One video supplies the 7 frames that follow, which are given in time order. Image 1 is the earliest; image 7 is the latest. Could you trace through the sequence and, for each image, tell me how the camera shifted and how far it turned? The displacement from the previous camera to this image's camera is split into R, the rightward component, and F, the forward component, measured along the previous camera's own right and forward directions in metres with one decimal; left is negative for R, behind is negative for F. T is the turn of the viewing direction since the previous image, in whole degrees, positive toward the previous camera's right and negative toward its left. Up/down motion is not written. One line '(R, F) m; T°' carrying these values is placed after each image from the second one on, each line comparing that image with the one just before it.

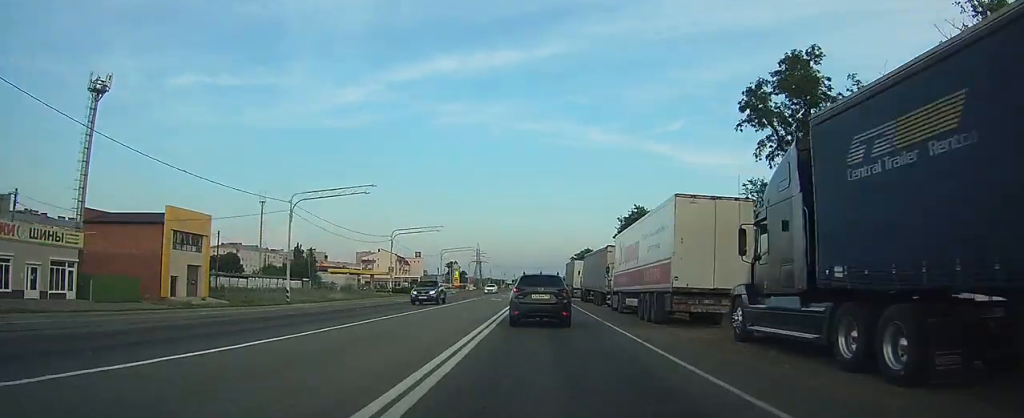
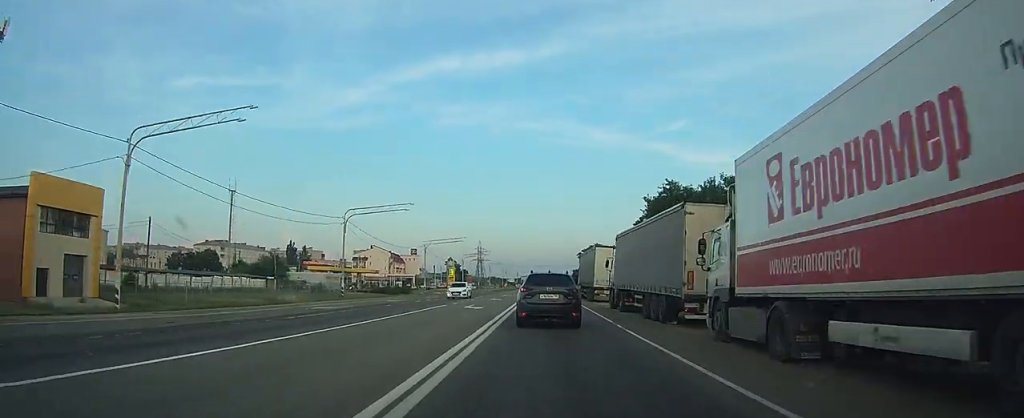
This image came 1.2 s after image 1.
(0.0, +19.0) m; 0°
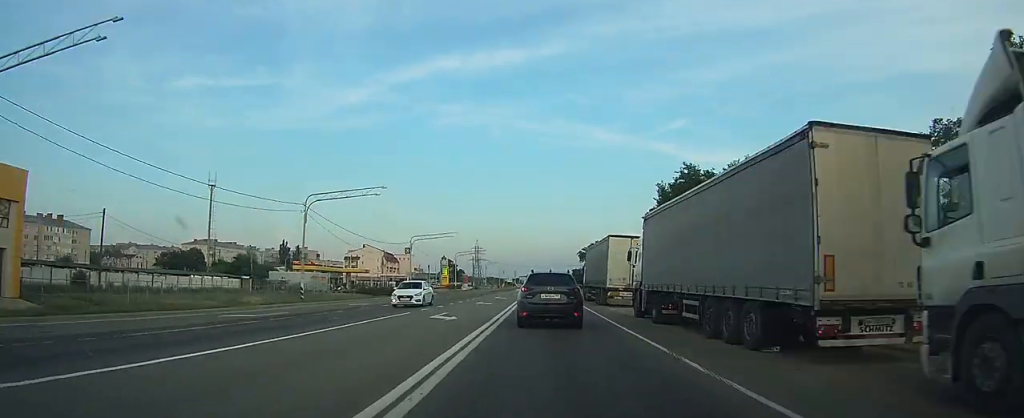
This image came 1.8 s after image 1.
(0.0, +8.8) m; 0°
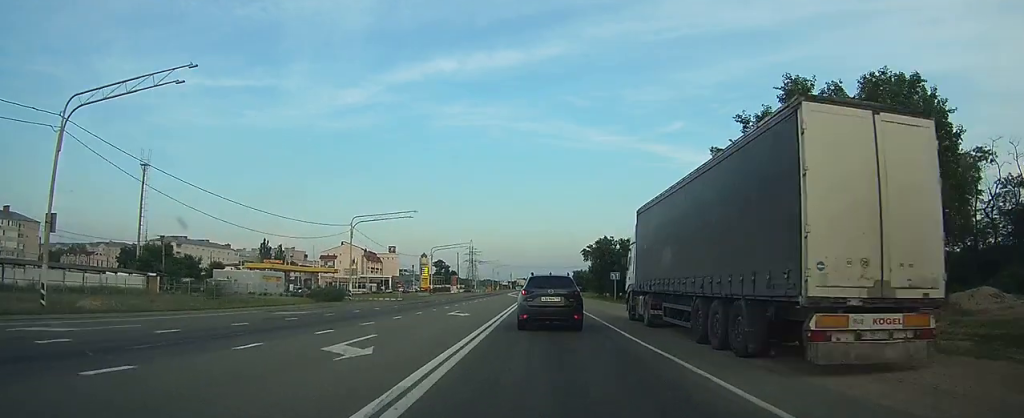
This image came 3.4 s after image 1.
(0.0, +25.2) m; 0°
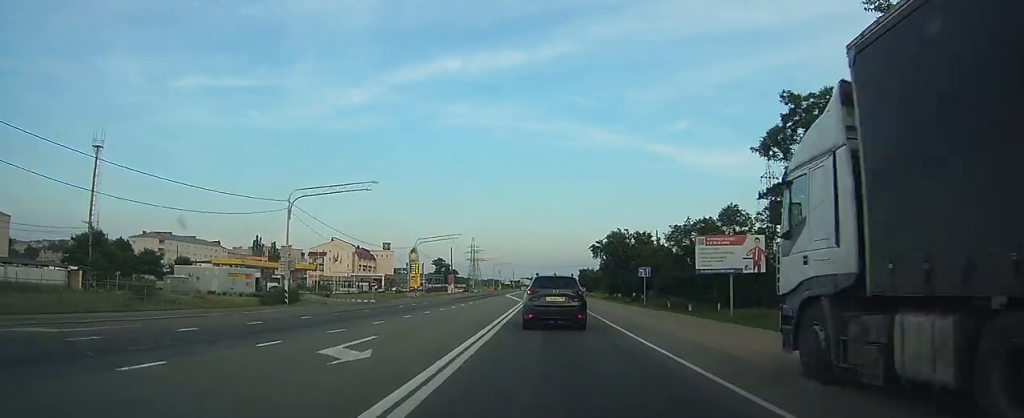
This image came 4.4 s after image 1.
(0.0, +15.3) m; 0°
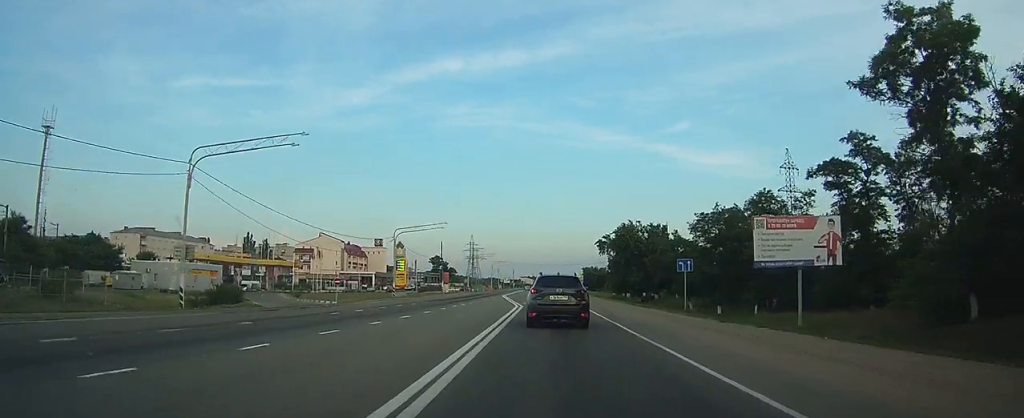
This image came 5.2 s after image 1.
(0.0, +12.7) m; 0°
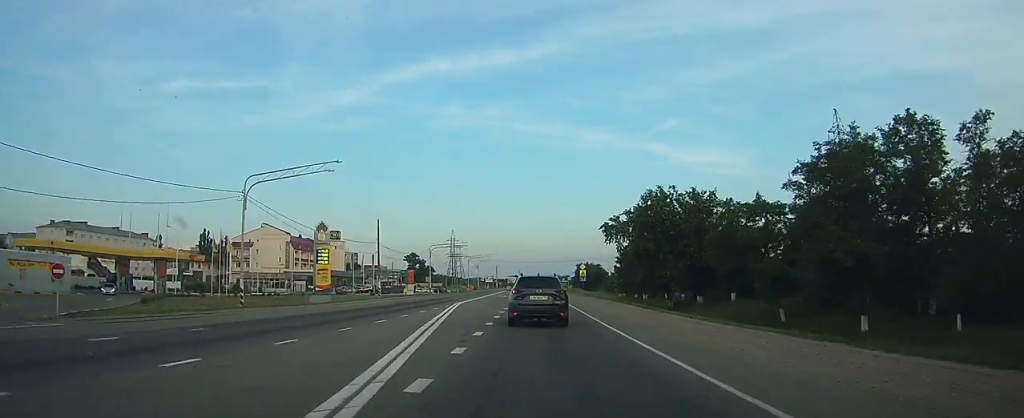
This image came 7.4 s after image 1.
(+0.9, +33.1) m; +2°
